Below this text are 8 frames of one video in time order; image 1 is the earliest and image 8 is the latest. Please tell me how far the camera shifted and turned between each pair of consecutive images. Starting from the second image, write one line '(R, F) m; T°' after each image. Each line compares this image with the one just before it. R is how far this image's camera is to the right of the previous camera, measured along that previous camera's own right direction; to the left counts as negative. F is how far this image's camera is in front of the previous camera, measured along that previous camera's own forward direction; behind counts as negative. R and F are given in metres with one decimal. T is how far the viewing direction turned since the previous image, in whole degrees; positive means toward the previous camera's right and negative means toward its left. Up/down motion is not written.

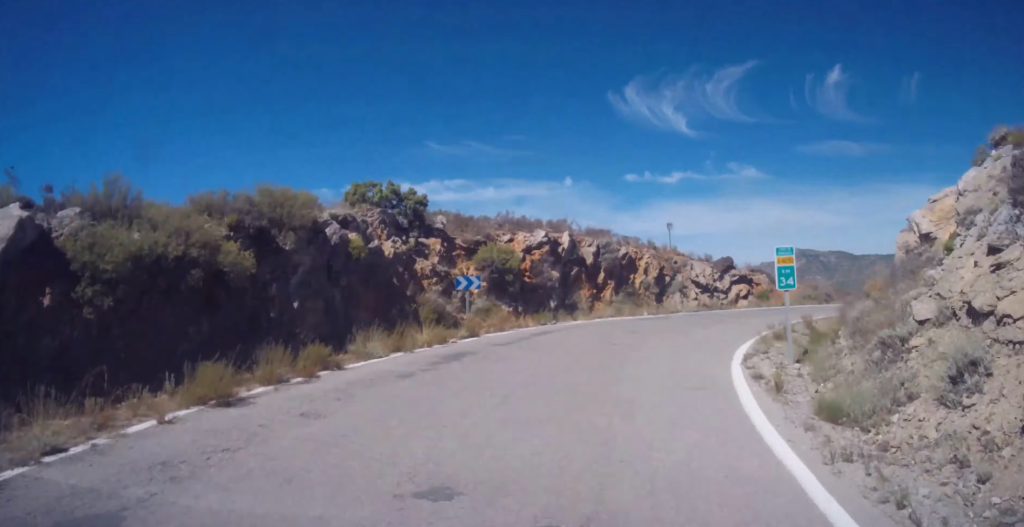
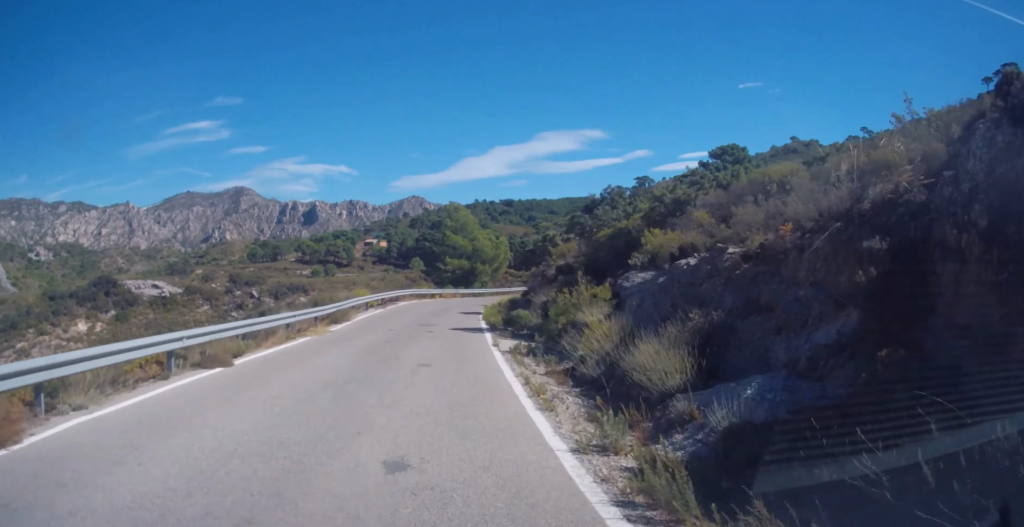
(+25.8, +49.8) m; +50°
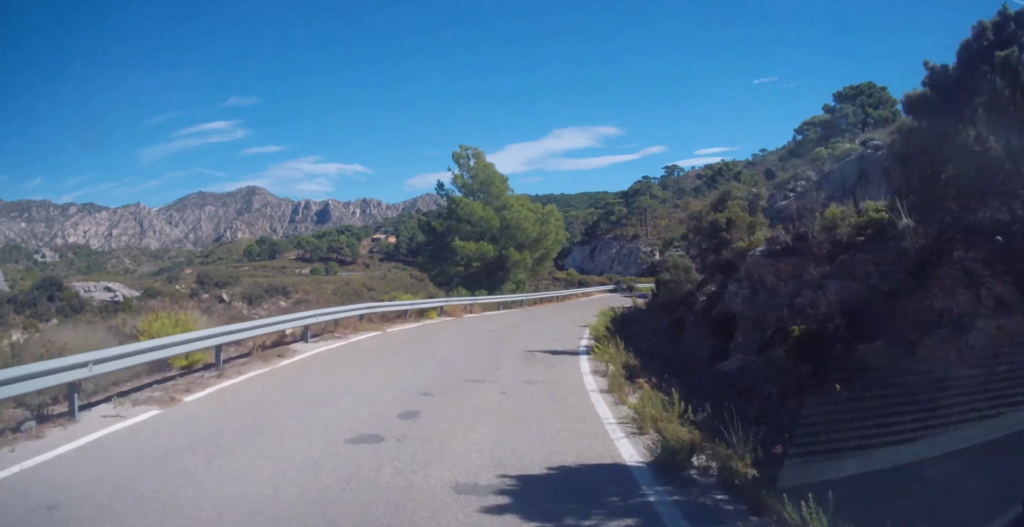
(+2.9, +22.7) m; +16°
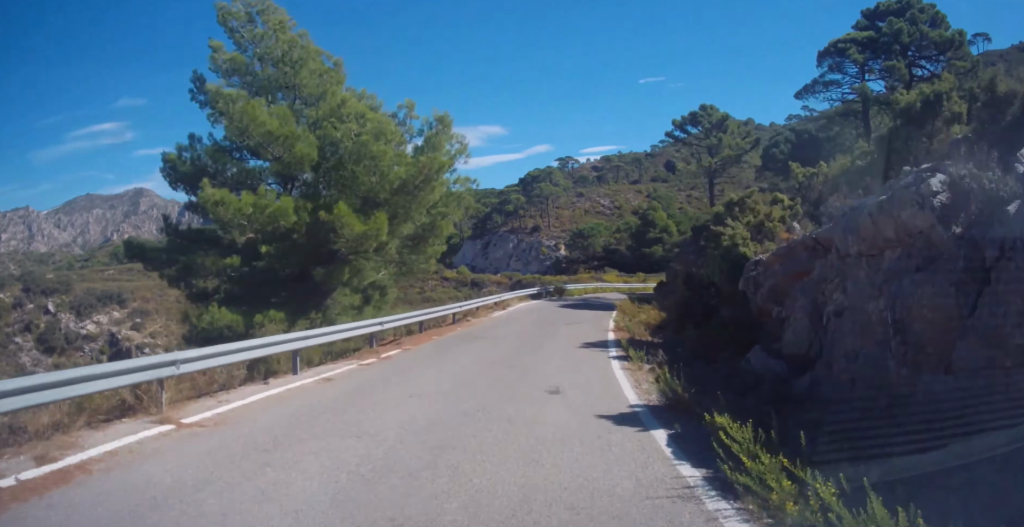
(+3.3, +19.7) m; +6°
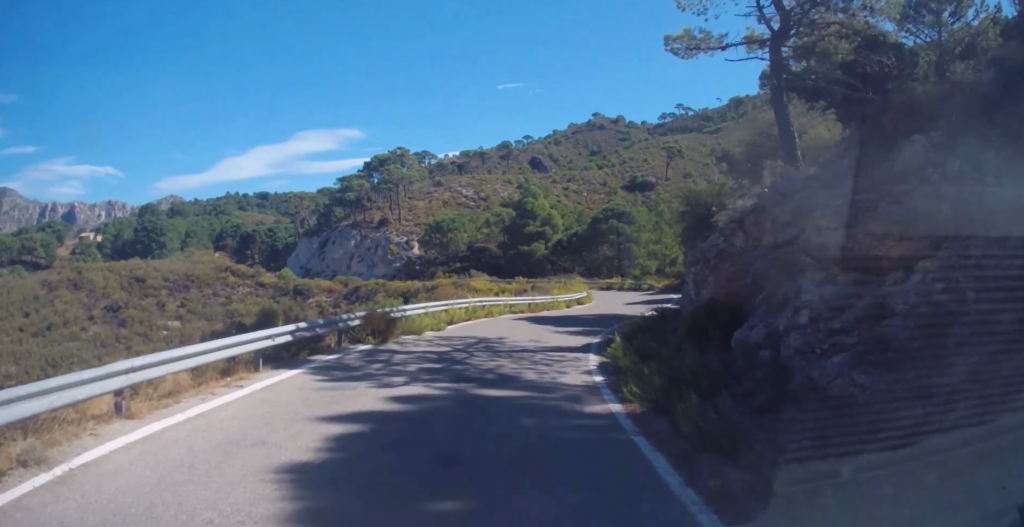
(+1.5, +26.0) m; +8°
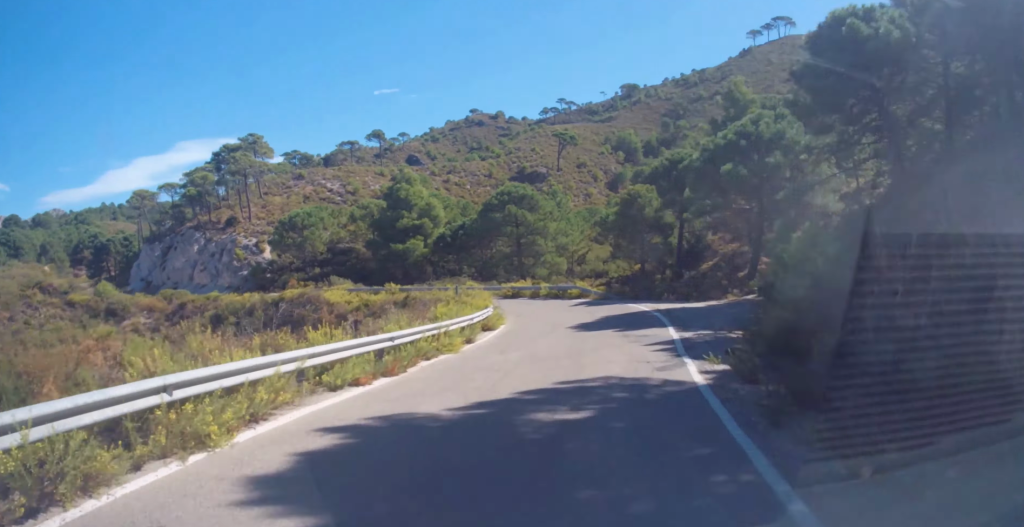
(+2.5, +28.8) m; -14°
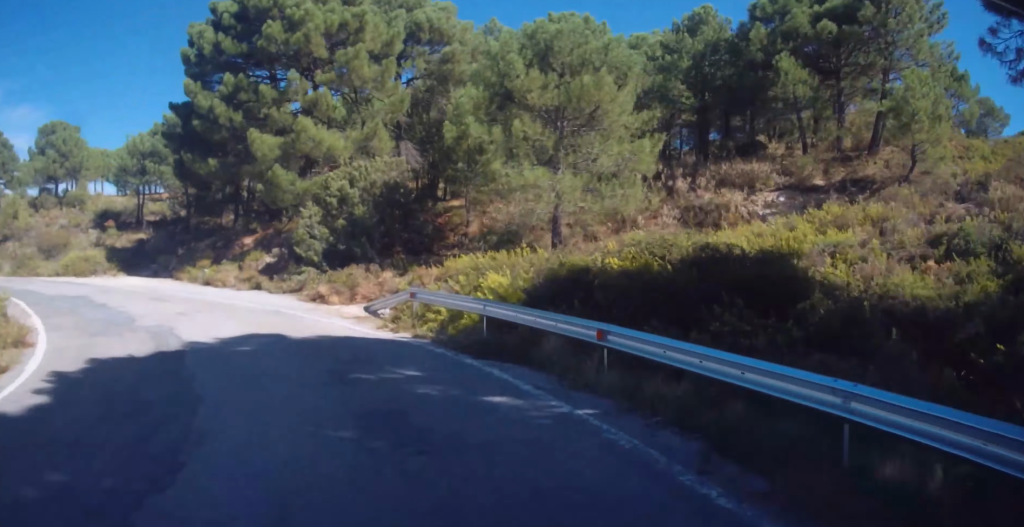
(-77.1, +158.7) m; -75°
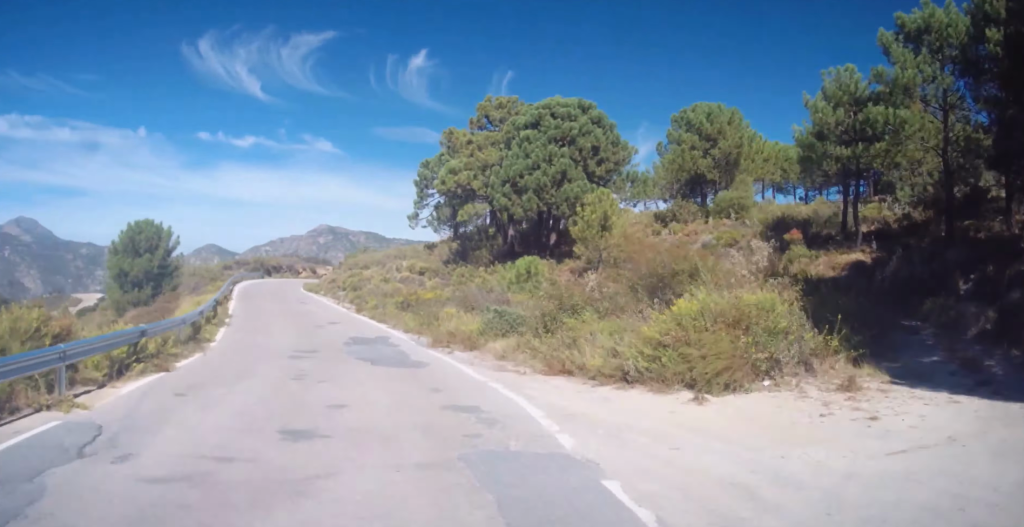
(-12.8, +25.5) m; -9°
